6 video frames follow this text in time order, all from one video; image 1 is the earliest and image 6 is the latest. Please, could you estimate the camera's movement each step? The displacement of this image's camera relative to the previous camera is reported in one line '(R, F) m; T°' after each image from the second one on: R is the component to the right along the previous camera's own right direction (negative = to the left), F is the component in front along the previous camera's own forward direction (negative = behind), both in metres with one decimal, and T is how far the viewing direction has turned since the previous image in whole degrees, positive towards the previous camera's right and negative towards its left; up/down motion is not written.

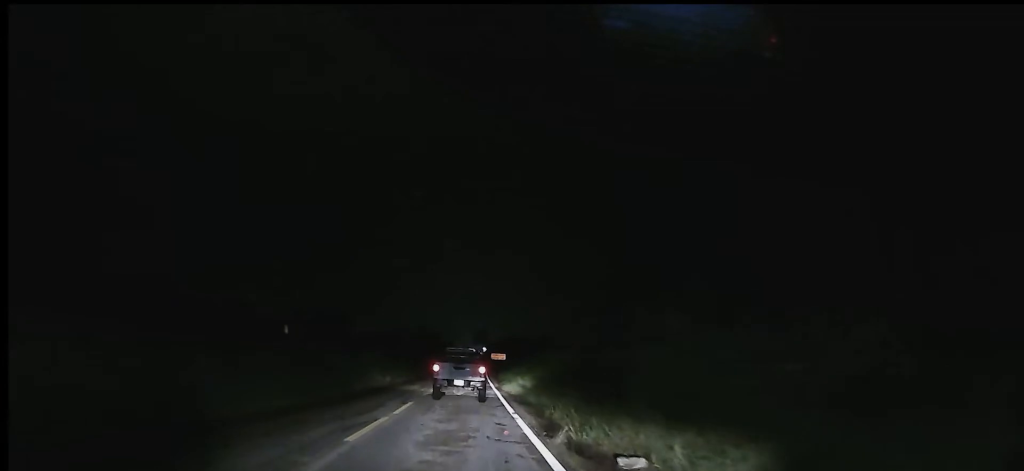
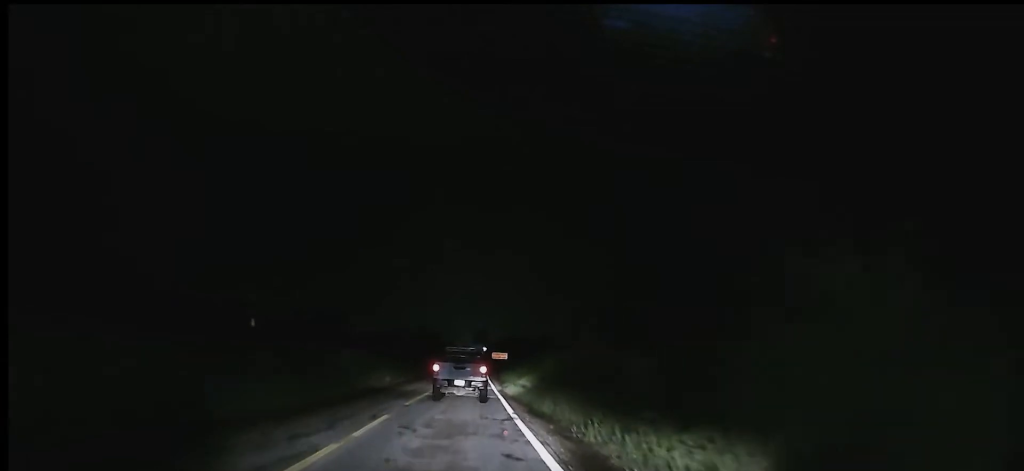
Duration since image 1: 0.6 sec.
(-0.1, +5.9) m; 0°
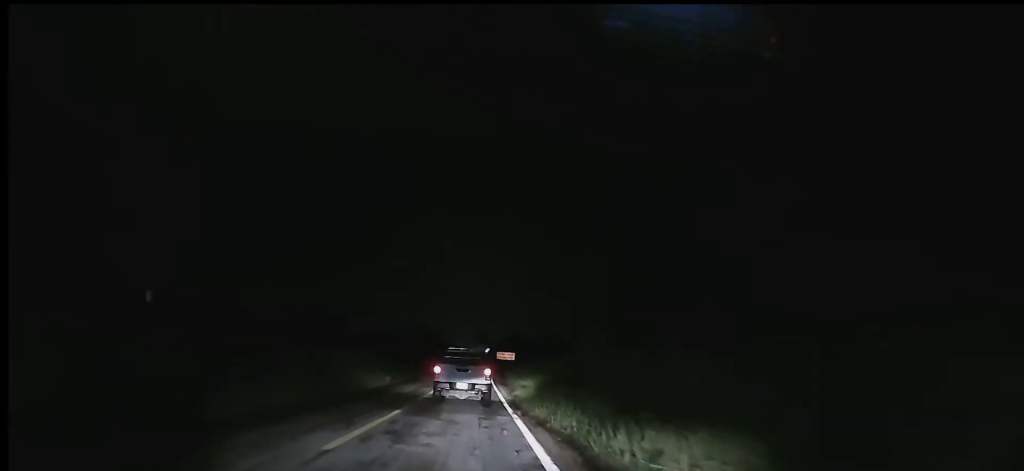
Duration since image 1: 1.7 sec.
(0.0, +12.2) m; 0°
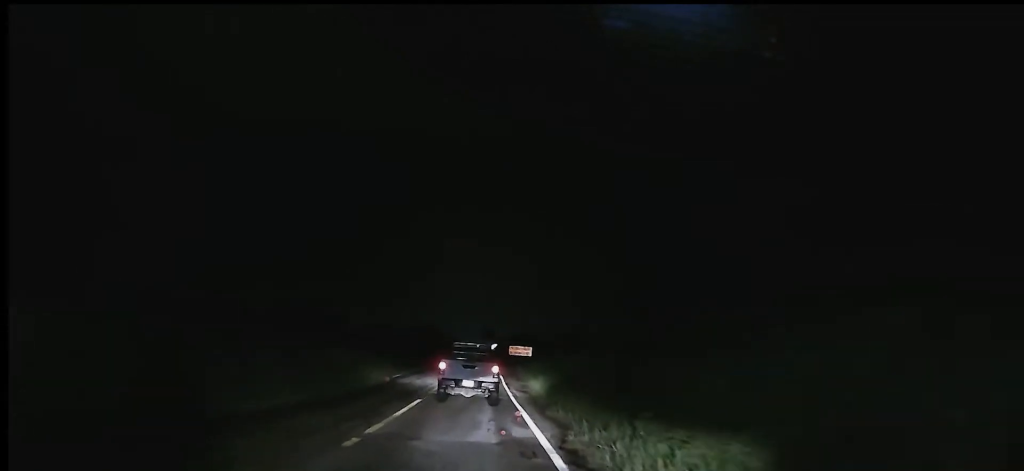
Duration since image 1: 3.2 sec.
(-0.2, +15.9) m; -2°
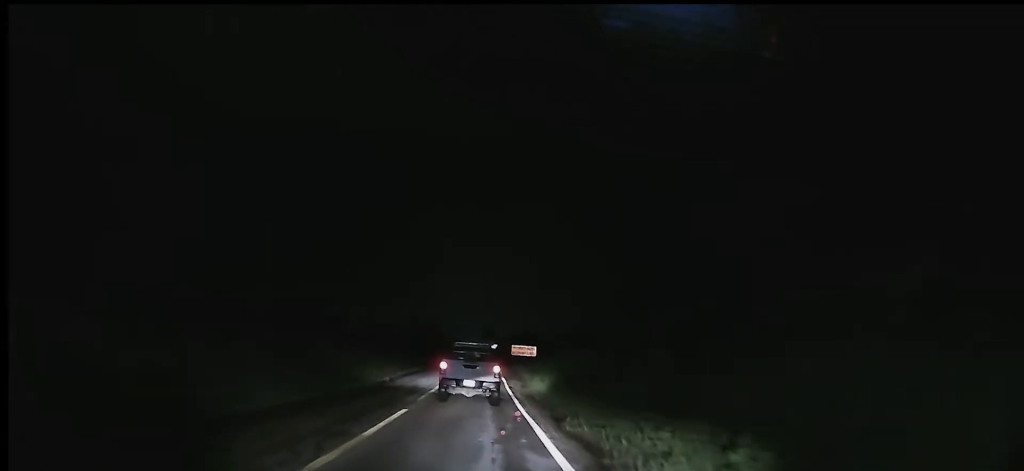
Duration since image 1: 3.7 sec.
(-0.1, +4.1) m; 0°
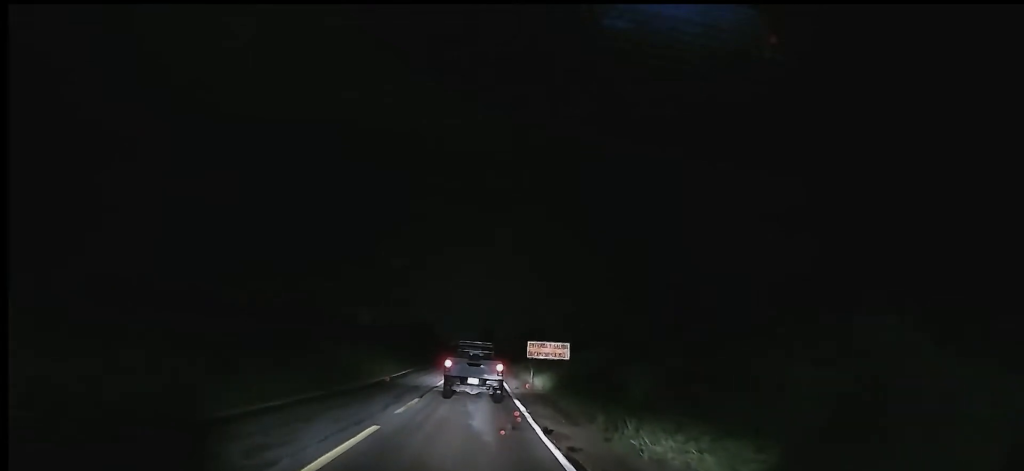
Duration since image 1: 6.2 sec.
(+0.8, +20.2) m; +4°
